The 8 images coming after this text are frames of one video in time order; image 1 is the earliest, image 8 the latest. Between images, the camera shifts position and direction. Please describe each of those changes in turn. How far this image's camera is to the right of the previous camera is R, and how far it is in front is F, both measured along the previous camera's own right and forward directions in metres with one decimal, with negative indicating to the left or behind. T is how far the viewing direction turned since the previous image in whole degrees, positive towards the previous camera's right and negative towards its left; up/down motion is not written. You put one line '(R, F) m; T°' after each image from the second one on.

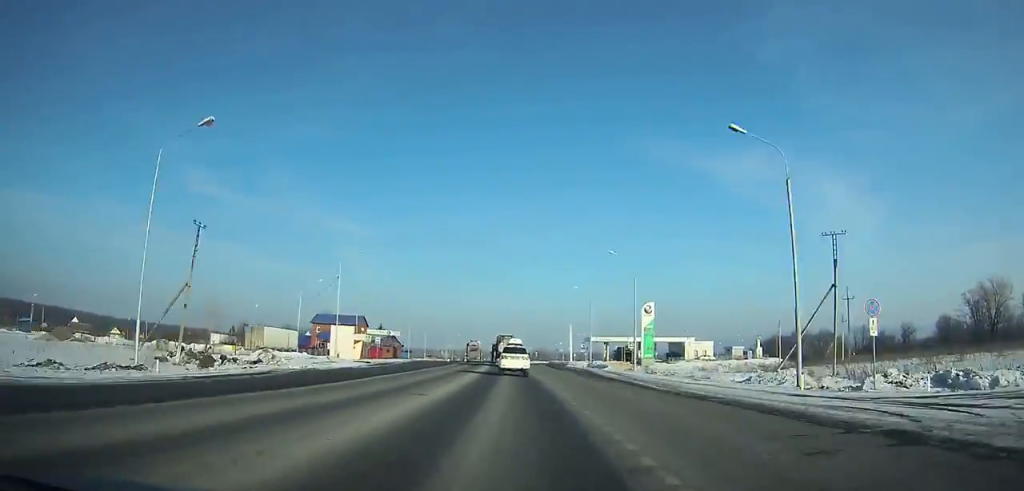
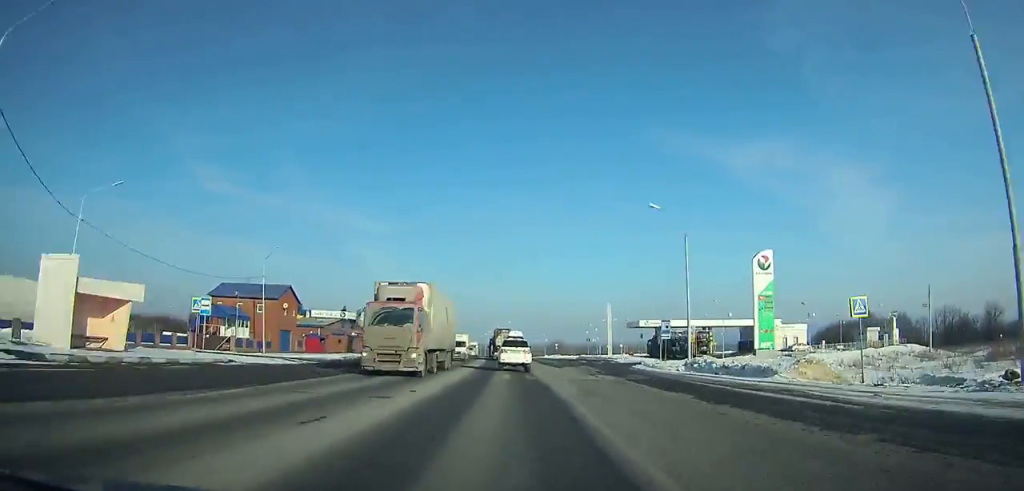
(-0.5, +43.9) m; -1°
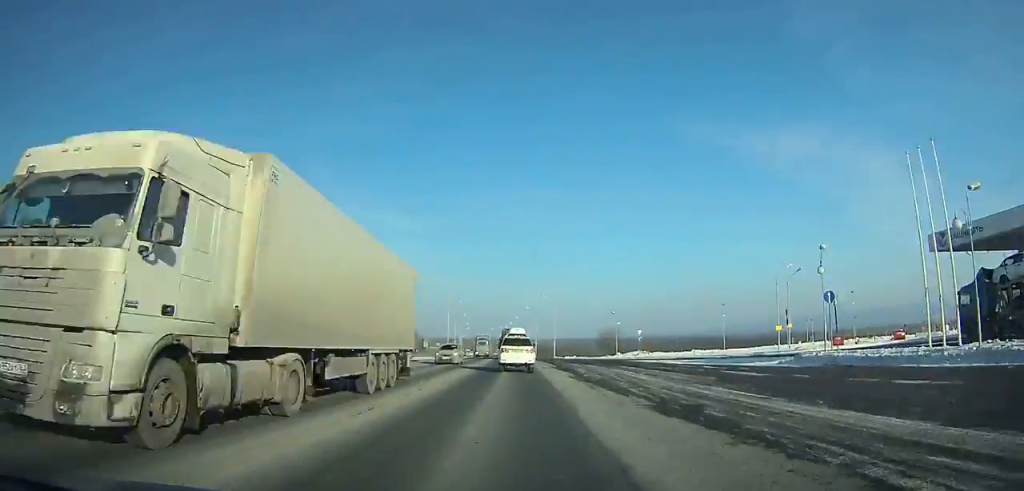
(-1.7, +78.5) m; -2°
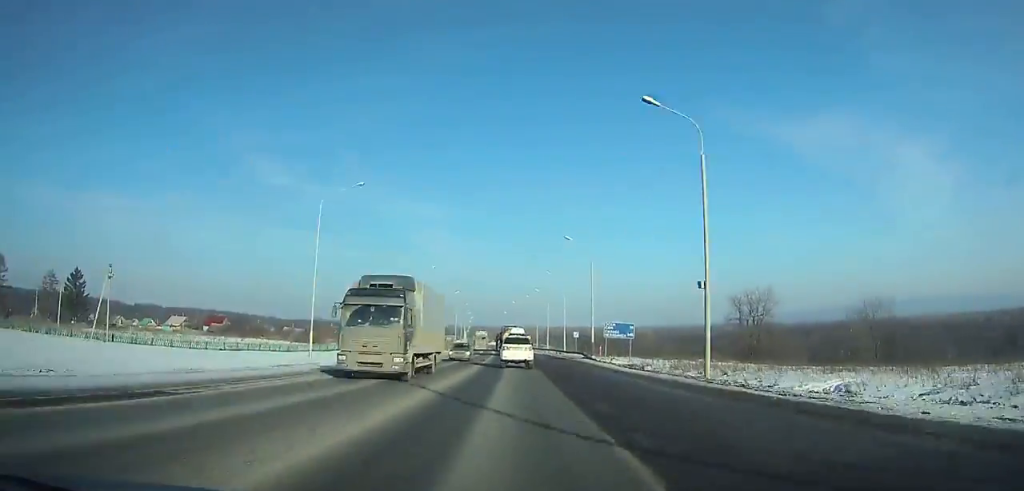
(-3.4, +115.9) m; -3°
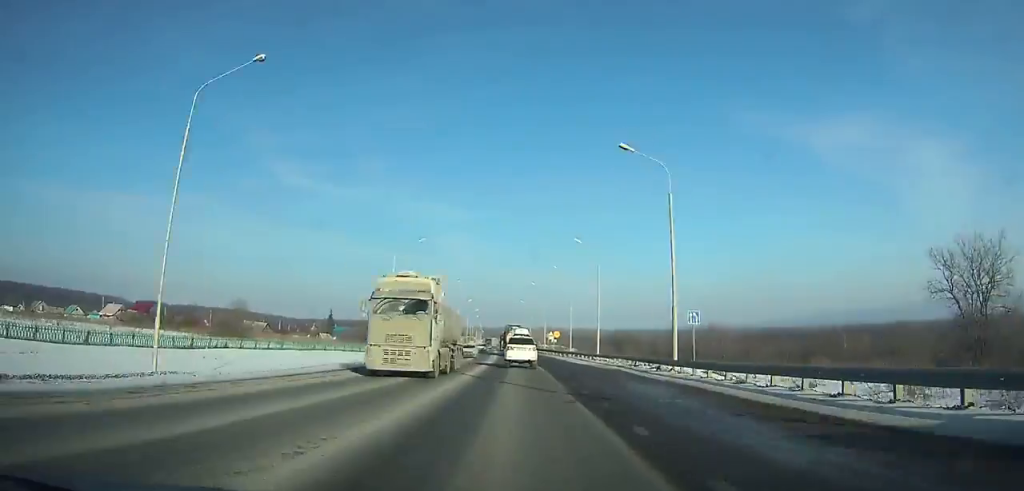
(-0.7, +50.9) m; -2°
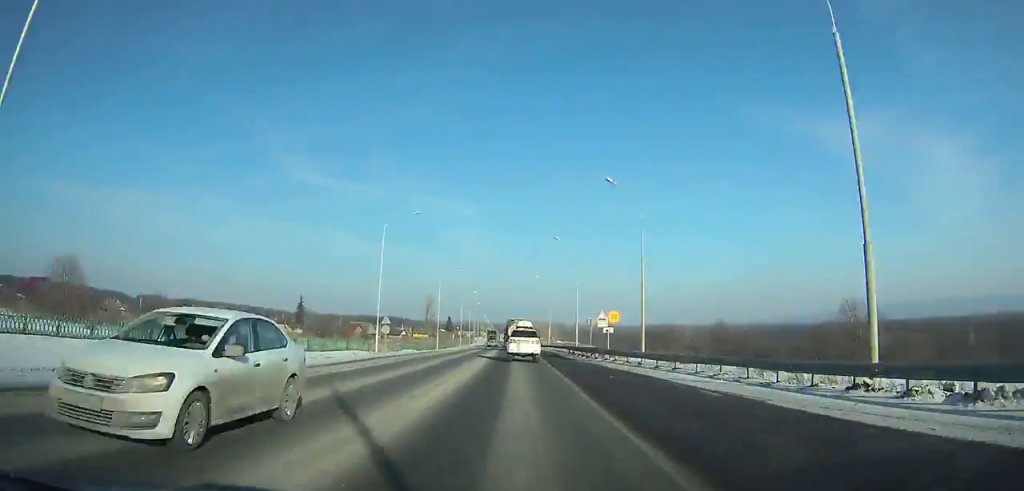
(-0.3, +42.9) m; -1°
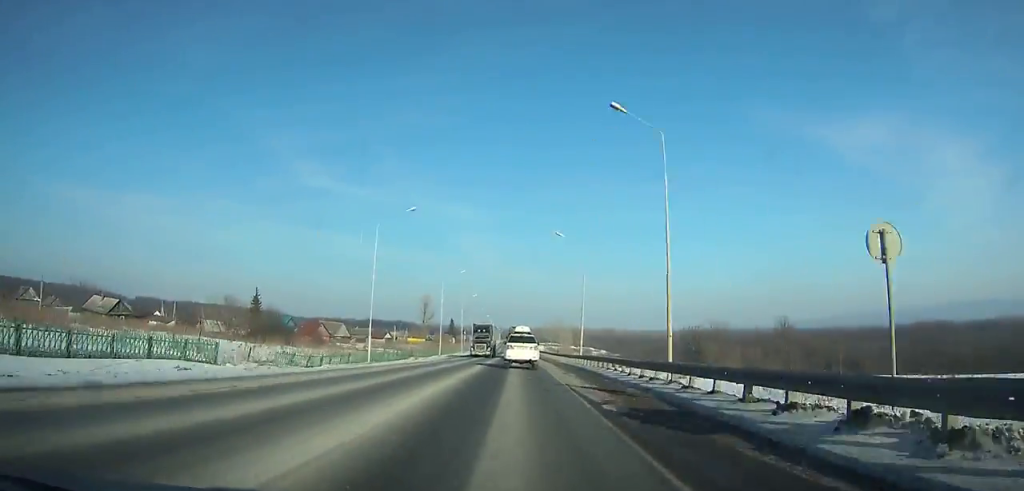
(-0.6, +39.0) m; -1°
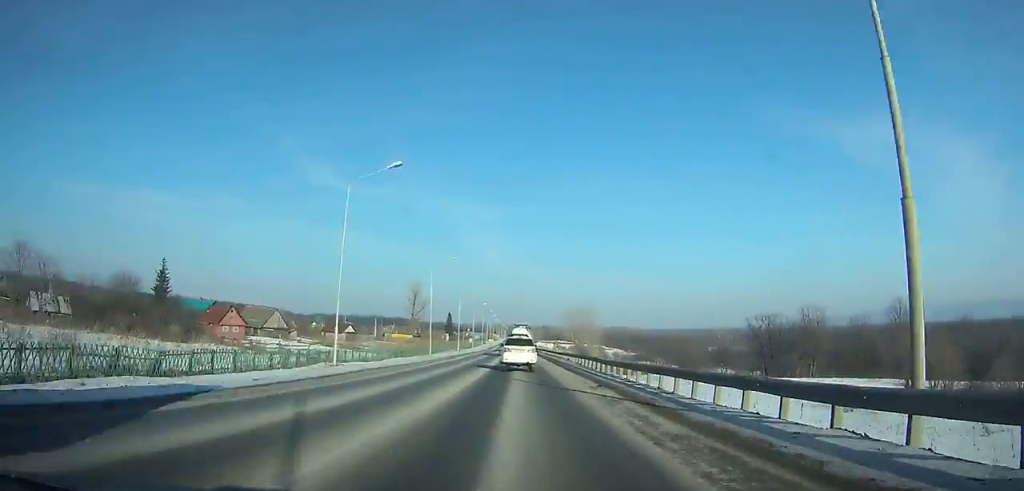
(-0.3, +45.9) m; -1°
